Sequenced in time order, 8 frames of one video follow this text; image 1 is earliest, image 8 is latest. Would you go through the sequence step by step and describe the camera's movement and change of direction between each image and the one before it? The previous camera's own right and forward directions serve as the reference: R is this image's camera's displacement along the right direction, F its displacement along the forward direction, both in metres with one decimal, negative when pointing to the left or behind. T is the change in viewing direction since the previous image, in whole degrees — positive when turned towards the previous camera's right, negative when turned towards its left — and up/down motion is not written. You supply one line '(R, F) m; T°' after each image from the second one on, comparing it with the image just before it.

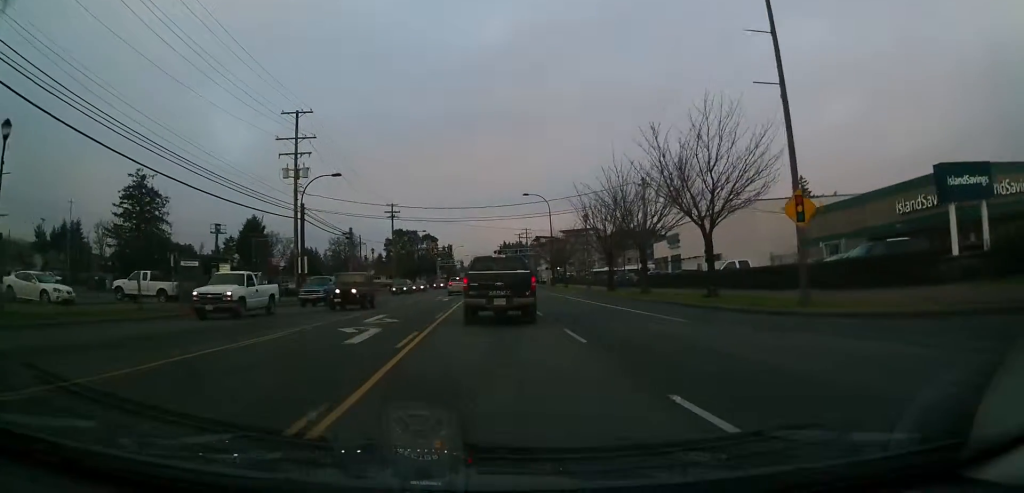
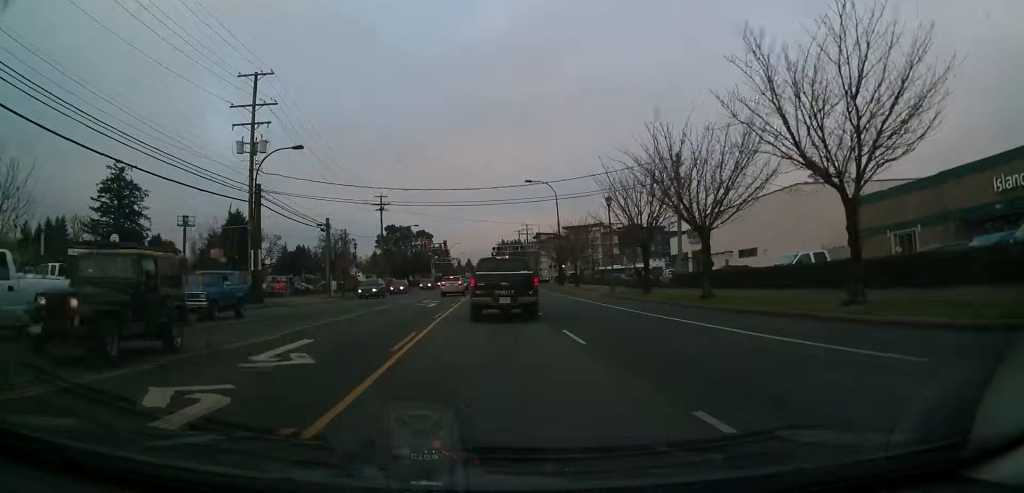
(+0.4, +9.6) m; +2°
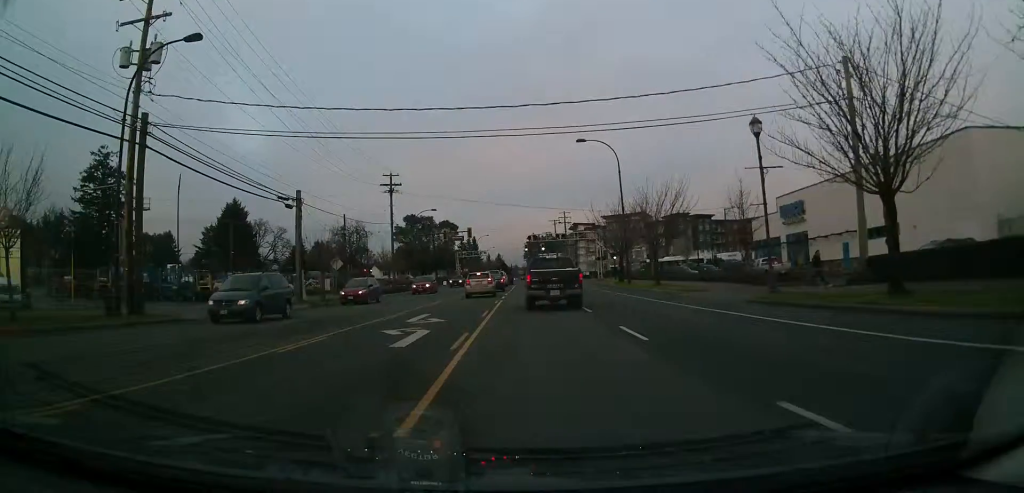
(-0.1, +18.1) m; -2°
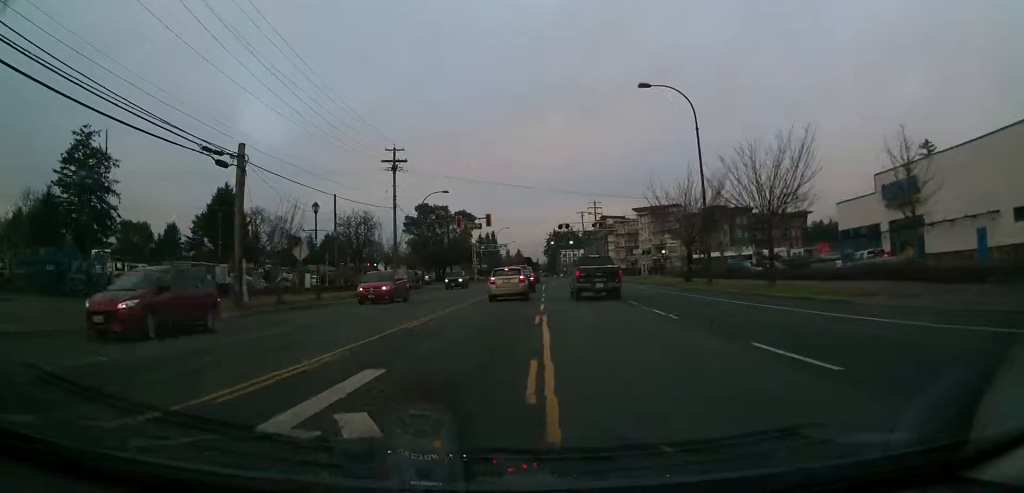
(-0.4, +13.7) m; -1°
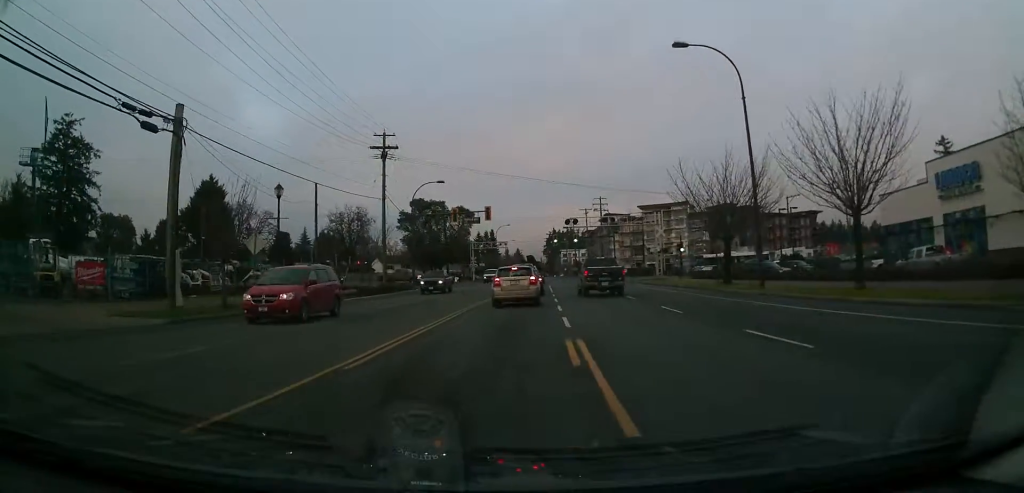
(0.0, +6.8) m; +1°
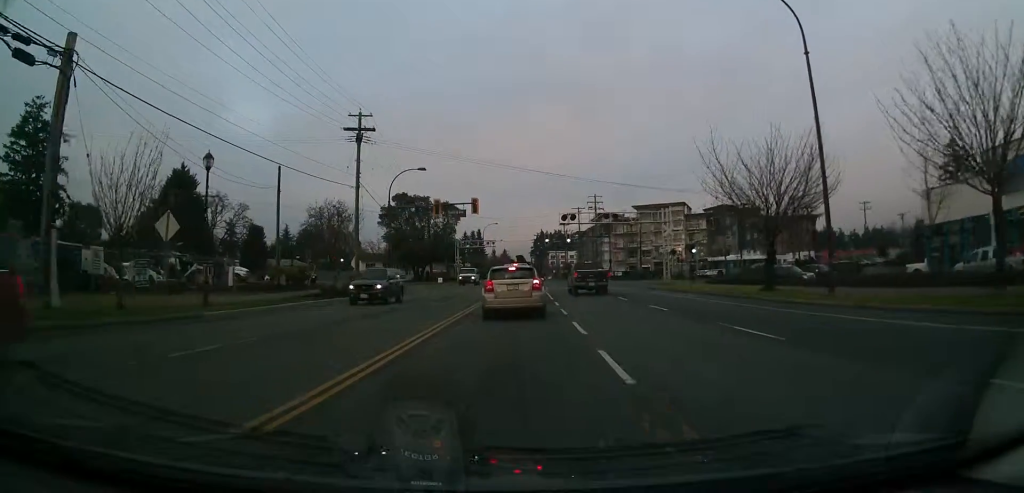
(+0.2, +7.4) m; 0°
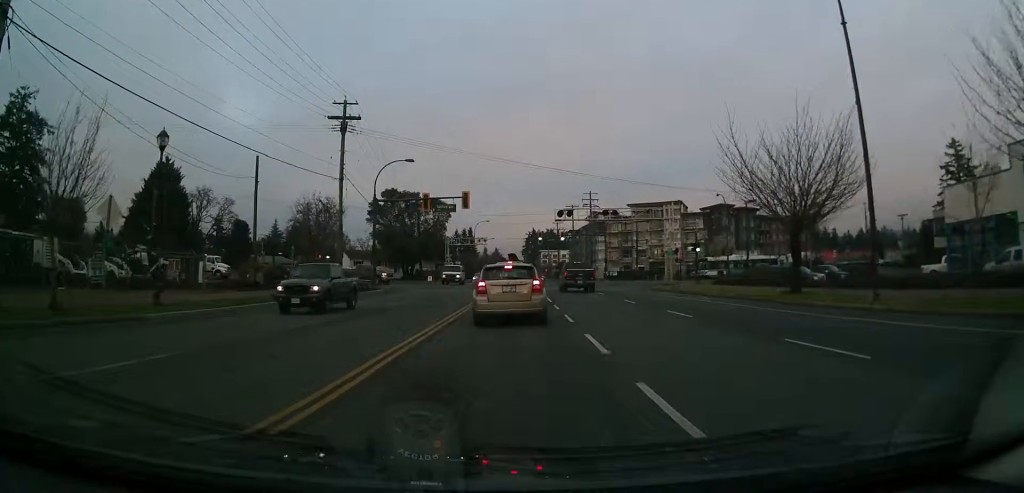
(-0.2, +3.3) m; 0°
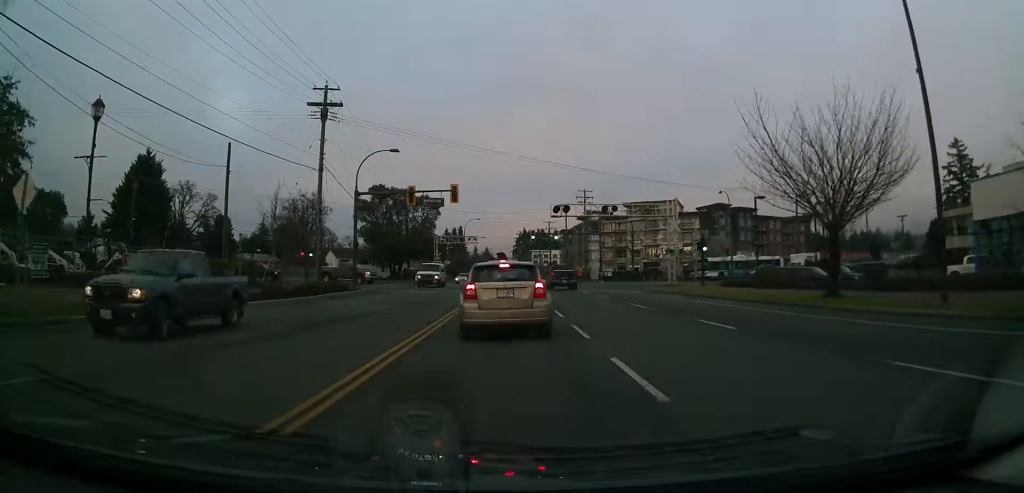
(0.0, +4.0) m; +1°
